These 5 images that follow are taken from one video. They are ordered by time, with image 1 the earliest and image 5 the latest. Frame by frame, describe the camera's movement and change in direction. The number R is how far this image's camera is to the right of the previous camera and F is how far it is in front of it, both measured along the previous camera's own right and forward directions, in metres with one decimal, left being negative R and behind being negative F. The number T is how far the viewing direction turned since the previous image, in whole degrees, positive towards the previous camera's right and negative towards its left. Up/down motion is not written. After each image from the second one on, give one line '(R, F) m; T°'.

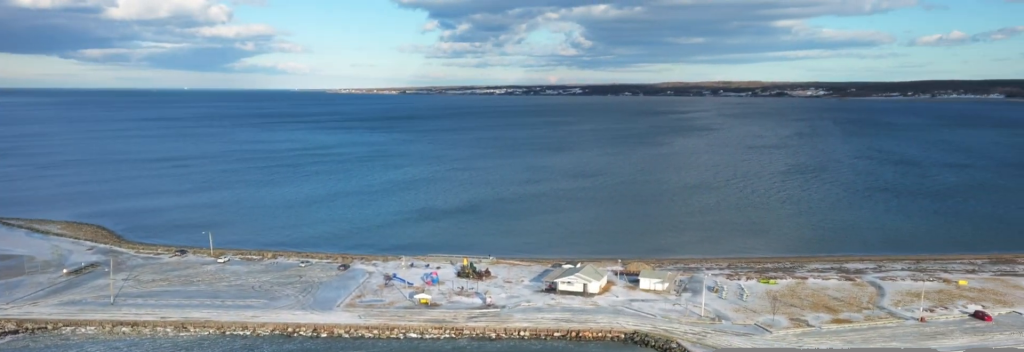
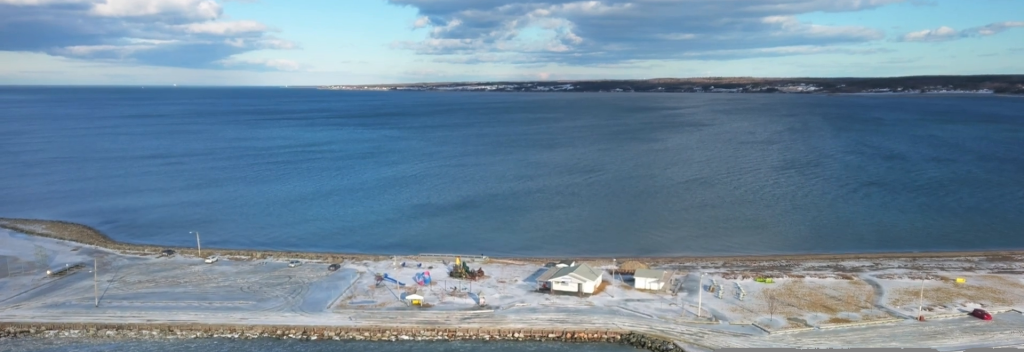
(+0.4, +10.3) m; +4°
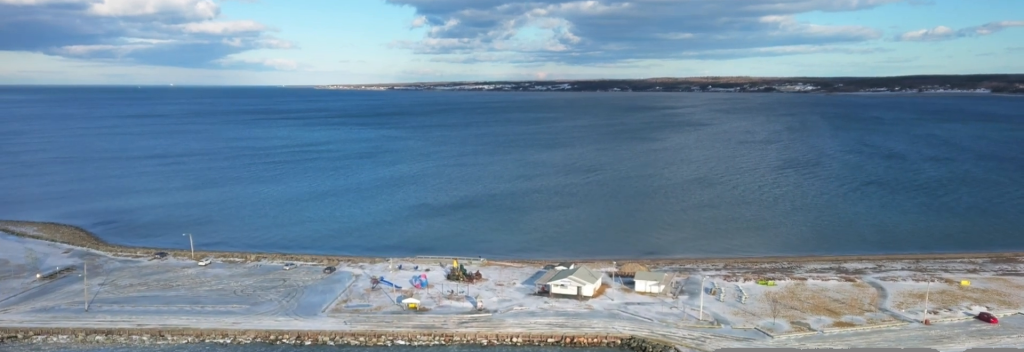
(0.0, +3.5) m; +2°
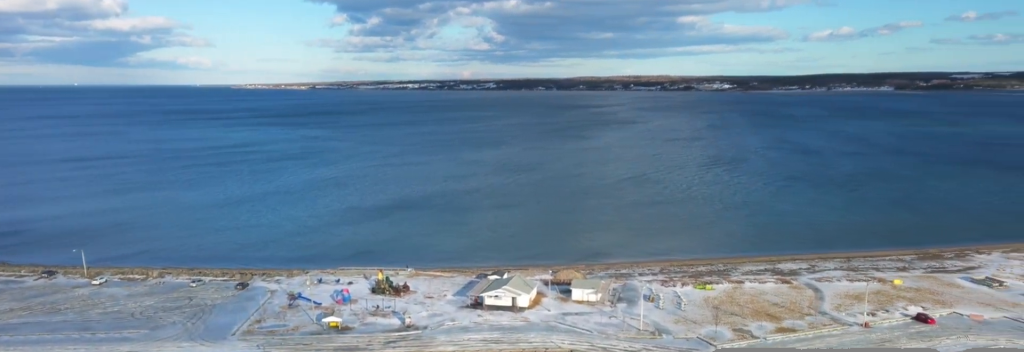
(+0.7, +7.9) m; +12°
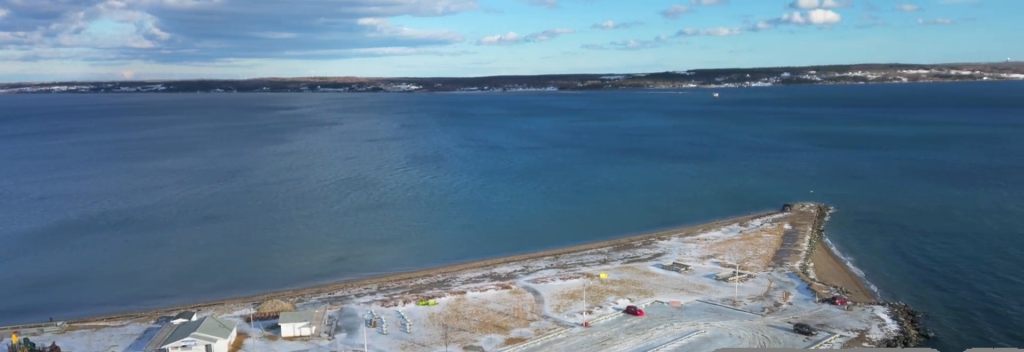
(+3.2, +14.2) m; +22°
